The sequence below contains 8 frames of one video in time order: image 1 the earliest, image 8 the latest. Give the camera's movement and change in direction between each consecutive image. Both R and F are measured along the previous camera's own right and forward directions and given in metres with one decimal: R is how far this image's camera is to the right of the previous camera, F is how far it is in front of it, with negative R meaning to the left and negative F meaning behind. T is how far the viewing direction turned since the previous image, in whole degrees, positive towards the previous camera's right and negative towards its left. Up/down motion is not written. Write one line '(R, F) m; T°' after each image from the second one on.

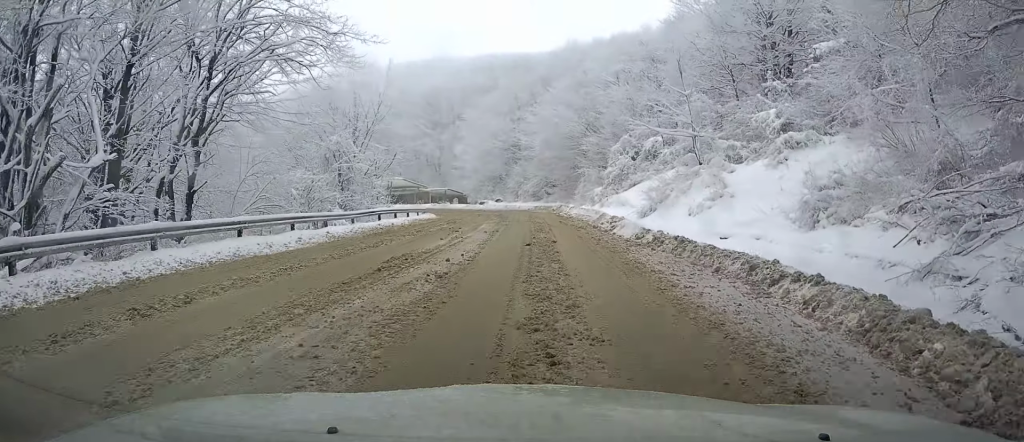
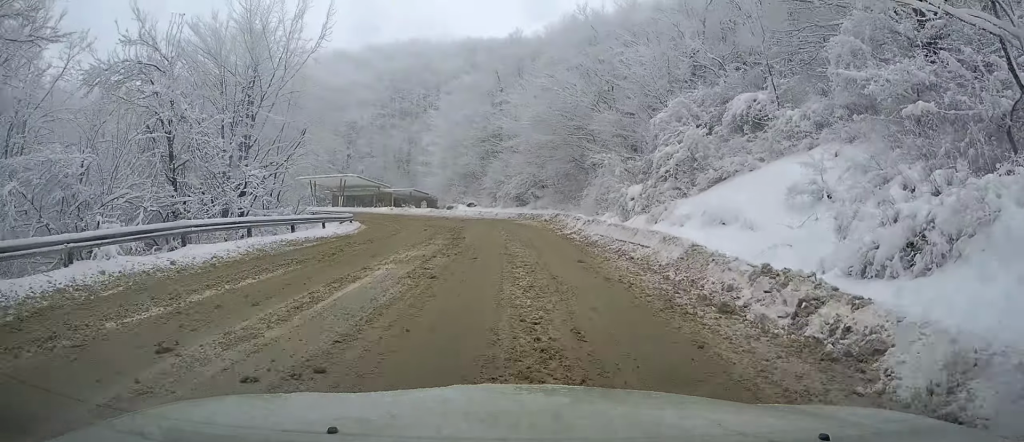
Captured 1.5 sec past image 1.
(+0.1, +16.4) m; 0°
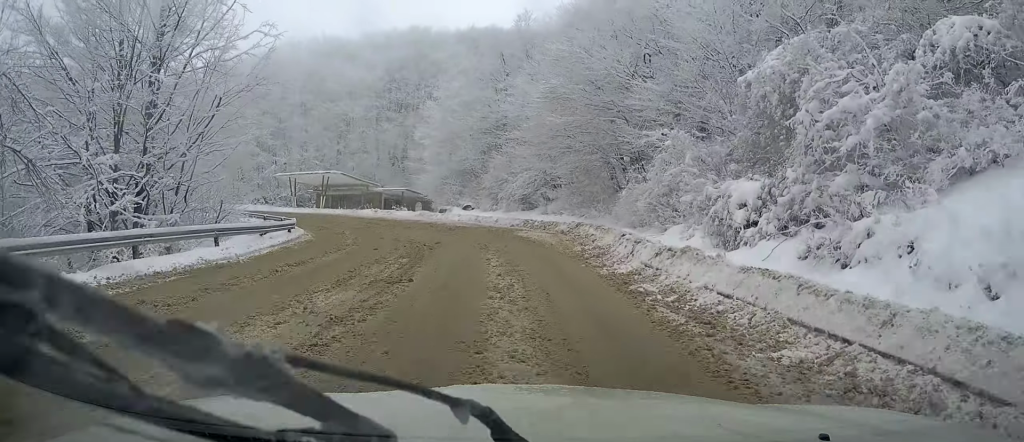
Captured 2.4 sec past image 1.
(0.0, +9.3) m; -1°
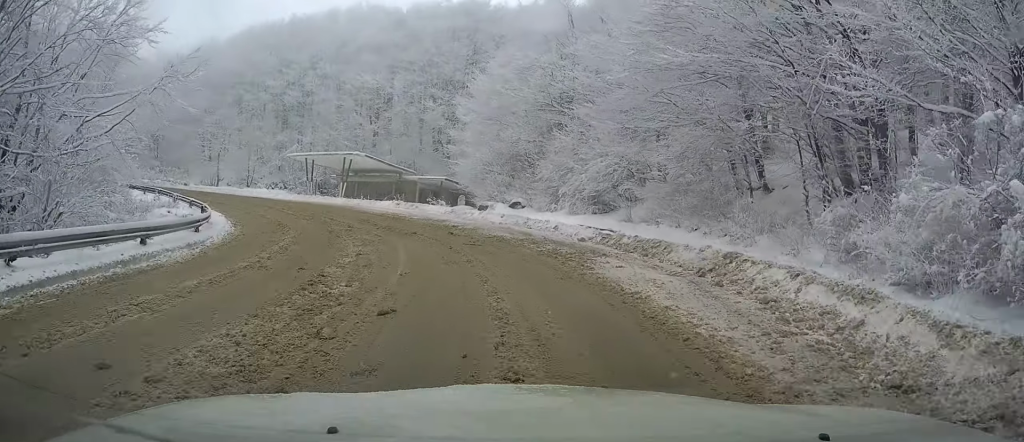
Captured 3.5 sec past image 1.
(-0.2, +12.4) m; -7°
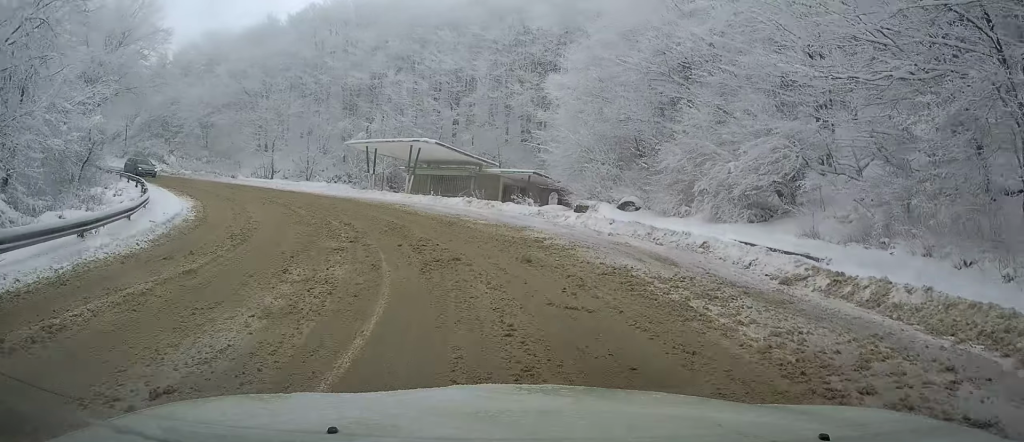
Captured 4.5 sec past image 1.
(-0.7, +9.5) m; -9°
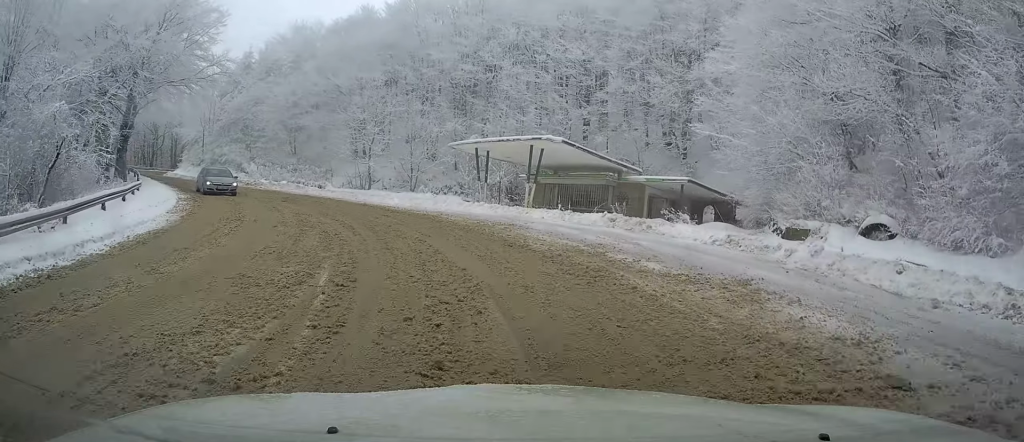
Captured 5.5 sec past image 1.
(-0.9, +10.1) m; -11°
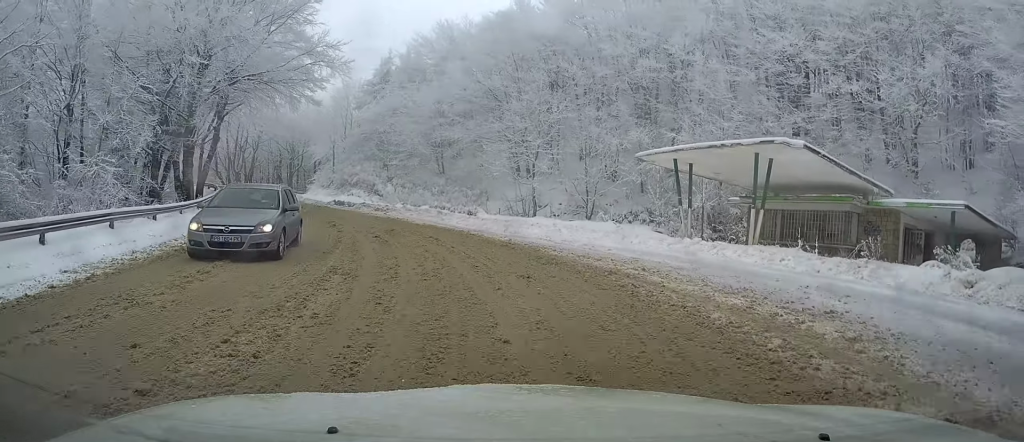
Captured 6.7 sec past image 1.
(-1.3, +11.1) m; -13°
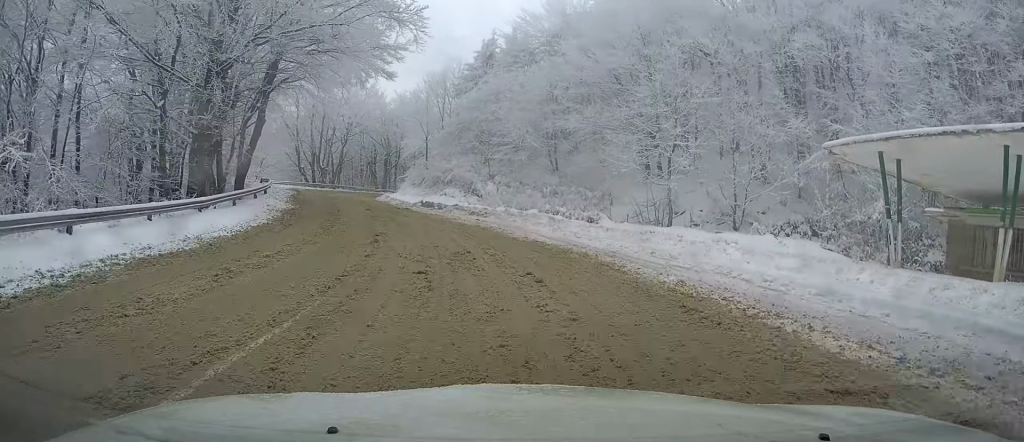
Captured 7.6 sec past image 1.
(-0.8, +8.7) m; -8°
